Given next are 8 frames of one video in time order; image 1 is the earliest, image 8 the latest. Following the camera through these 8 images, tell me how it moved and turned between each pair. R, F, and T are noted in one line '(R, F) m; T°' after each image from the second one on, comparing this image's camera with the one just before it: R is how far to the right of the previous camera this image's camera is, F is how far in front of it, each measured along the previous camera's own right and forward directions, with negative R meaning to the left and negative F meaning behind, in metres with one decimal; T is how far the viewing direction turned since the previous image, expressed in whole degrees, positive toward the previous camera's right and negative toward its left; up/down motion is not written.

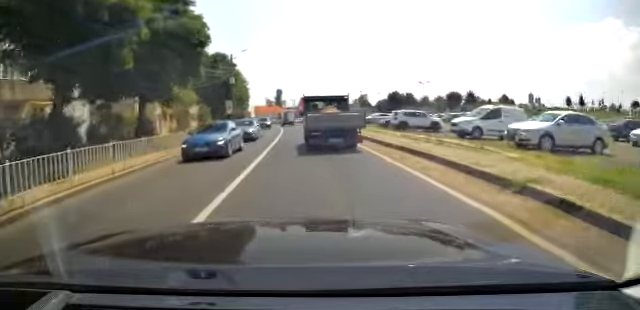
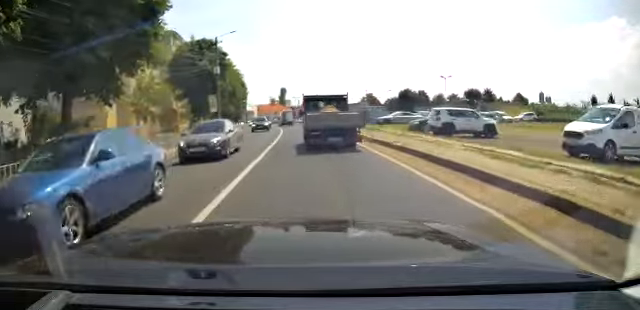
(-0.1, +8.6) m; -1°
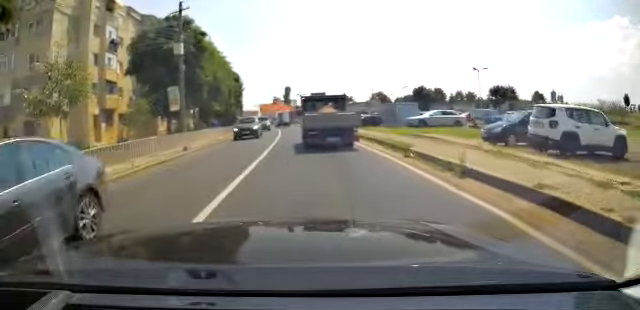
(-0.1, +10.3) m; -1°
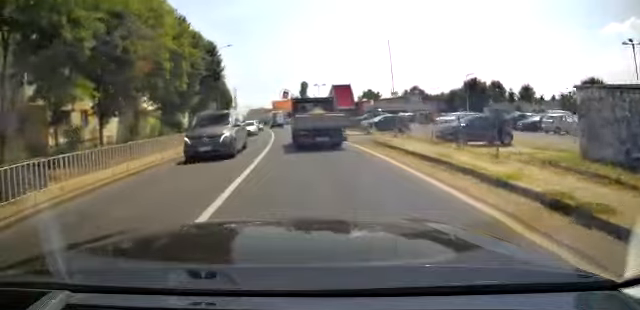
(-0.3, +24.5) m; -2°
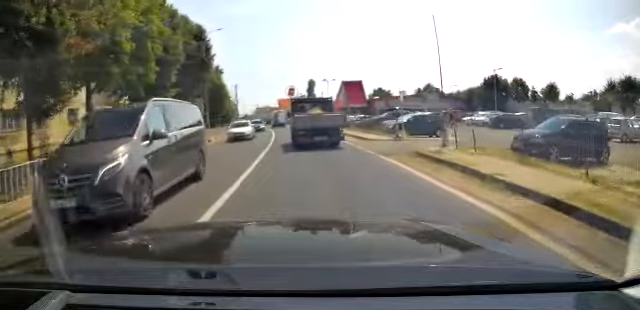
(0.0, +6.5) m; -1°
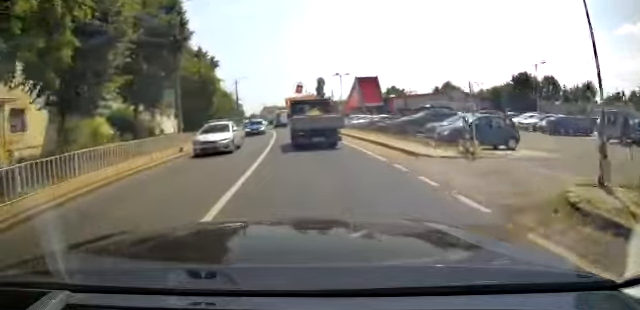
(-0.1, +8.1) m; -1°
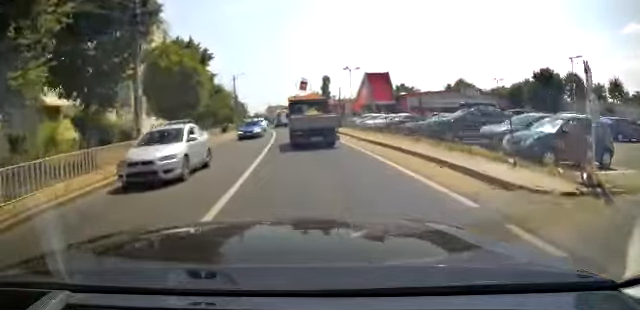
(0.0, +5.7) m; -1°
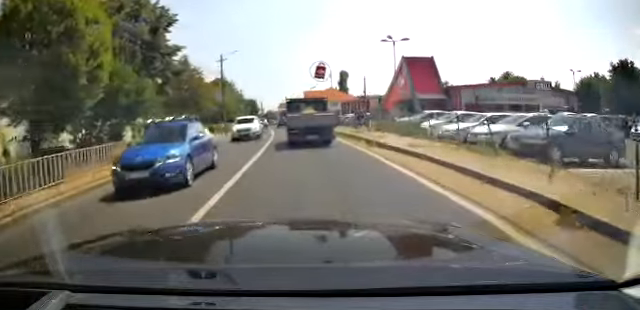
(+0.1, +16.4) m; -1°
